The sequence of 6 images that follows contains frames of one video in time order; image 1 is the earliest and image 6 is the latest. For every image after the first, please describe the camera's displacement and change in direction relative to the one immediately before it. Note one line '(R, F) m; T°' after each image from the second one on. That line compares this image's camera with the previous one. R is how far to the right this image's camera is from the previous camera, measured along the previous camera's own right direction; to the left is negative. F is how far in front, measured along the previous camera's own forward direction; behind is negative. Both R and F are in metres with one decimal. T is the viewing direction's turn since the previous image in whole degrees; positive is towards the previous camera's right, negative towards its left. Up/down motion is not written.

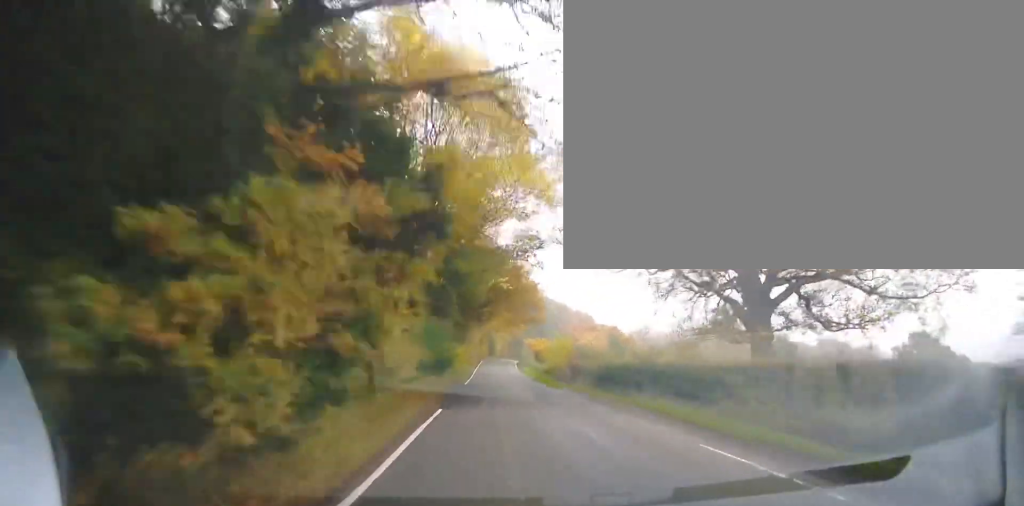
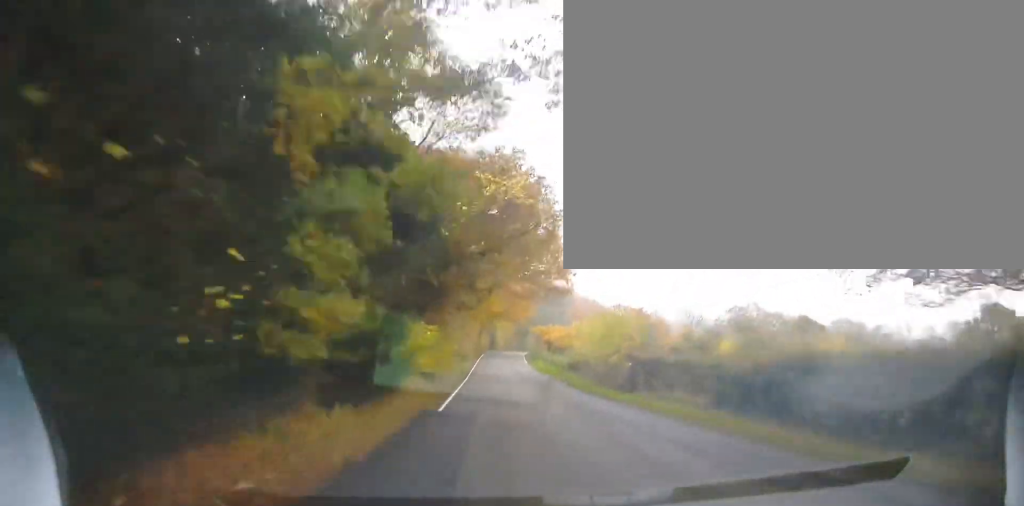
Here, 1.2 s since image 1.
(-0.8, +16.6) m; -1°
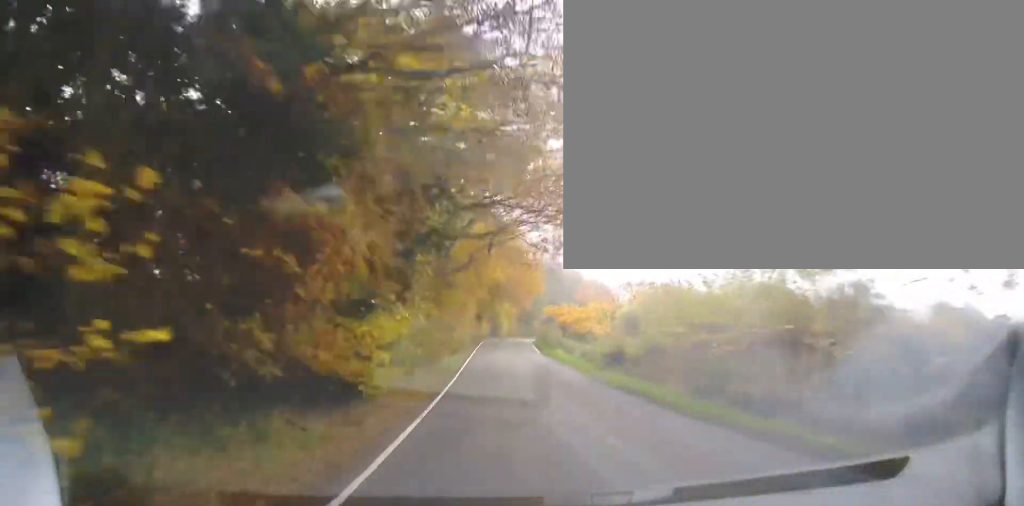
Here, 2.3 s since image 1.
(+0.3, +14.5) m; 0°
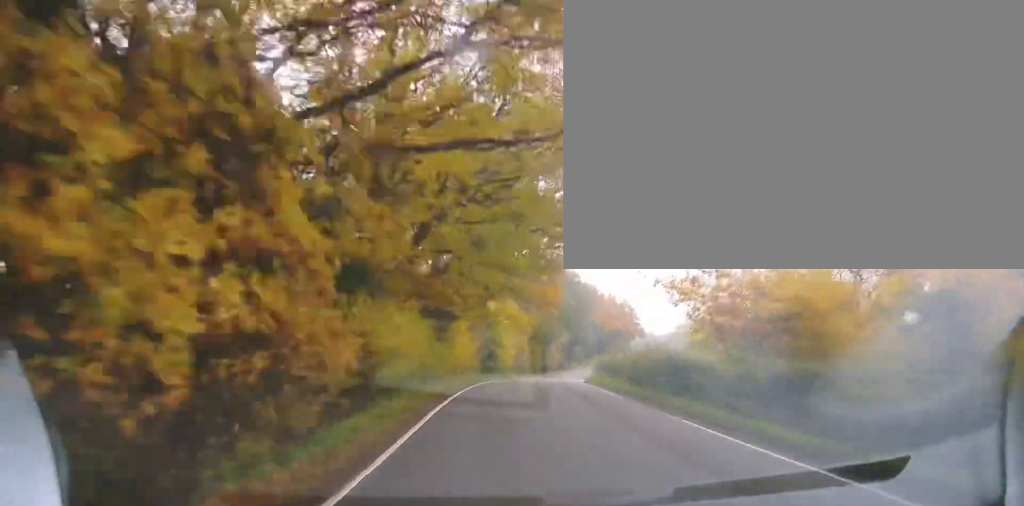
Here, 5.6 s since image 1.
(-0.5, +44.1) m; +2°
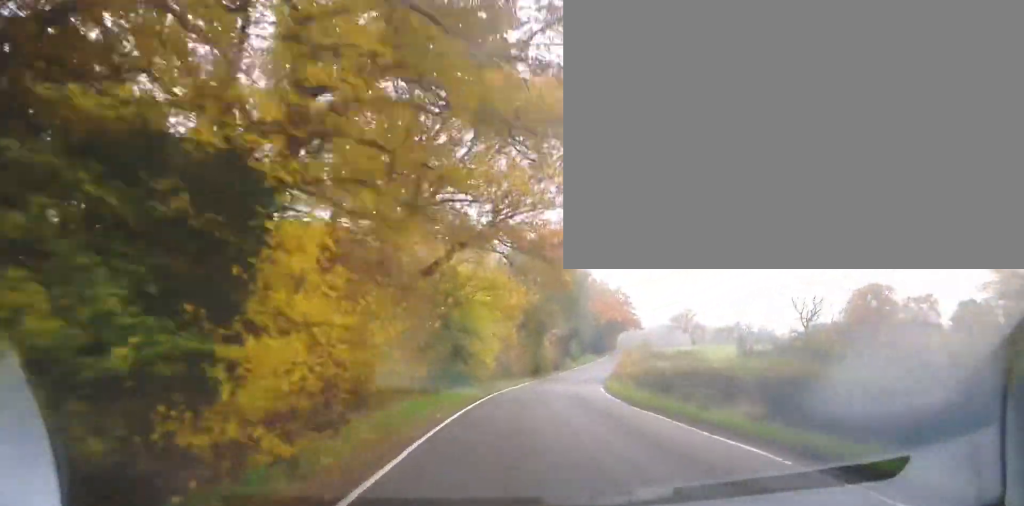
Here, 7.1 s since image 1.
(+0.7, +19.1) m; +3°
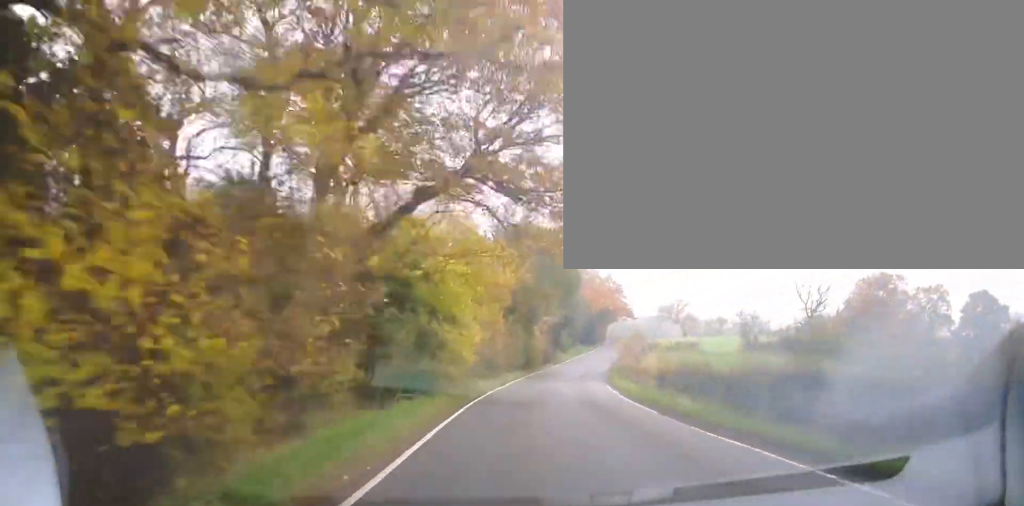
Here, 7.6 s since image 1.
(+0.1, +6.4) m; +1°
